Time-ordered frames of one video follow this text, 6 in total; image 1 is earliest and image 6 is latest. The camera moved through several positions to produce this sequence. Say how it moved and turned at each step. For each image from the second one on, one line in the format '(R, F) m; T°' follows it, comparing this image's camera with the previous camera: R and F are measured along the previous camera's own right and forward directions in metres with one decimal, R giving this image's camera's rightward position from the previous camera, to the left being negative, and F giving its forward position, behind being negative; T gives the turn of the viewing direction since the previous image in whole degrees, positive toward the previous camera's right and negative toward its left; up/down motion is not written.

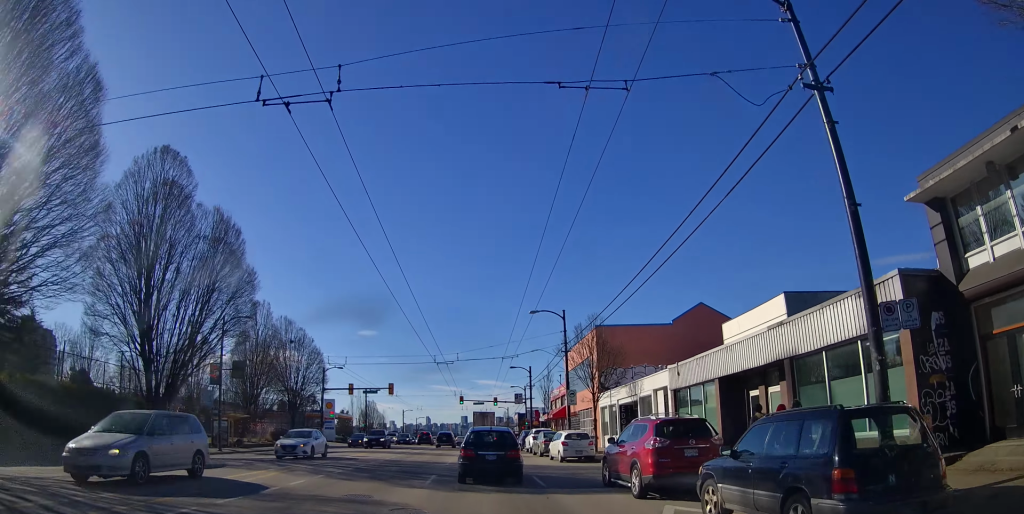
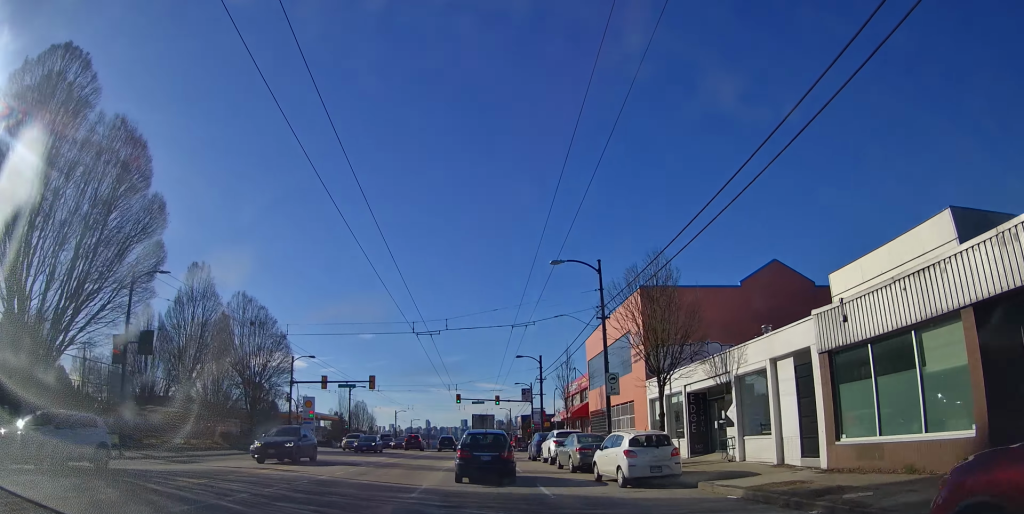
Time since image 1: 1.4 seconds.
(+0.1, +12.1) m; +2°
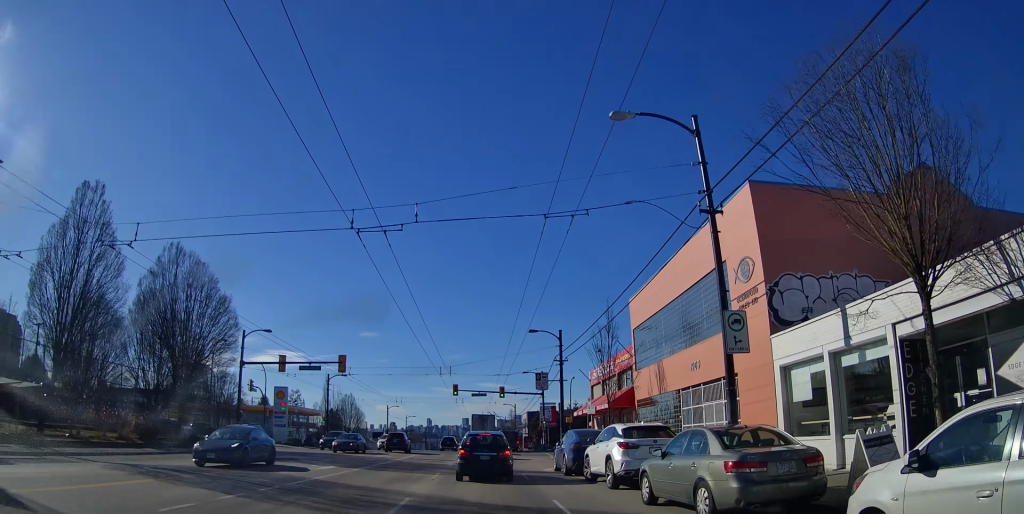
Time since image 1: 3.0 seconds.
(+0.2, +13.4) m; +1°
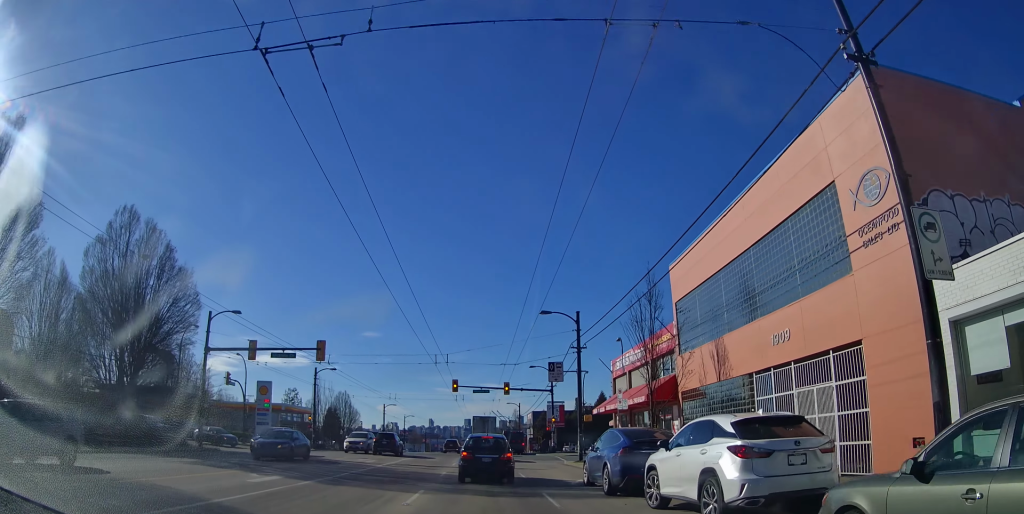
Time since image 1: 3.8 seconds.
(0.0, +6.7) m; 0°
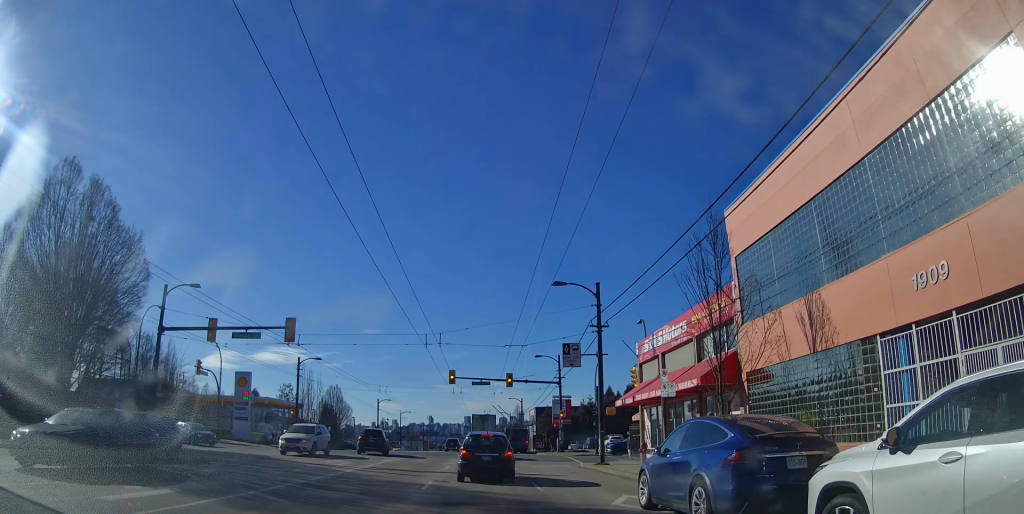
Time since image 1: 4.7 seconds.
(0.0, +6.2) m; 0°
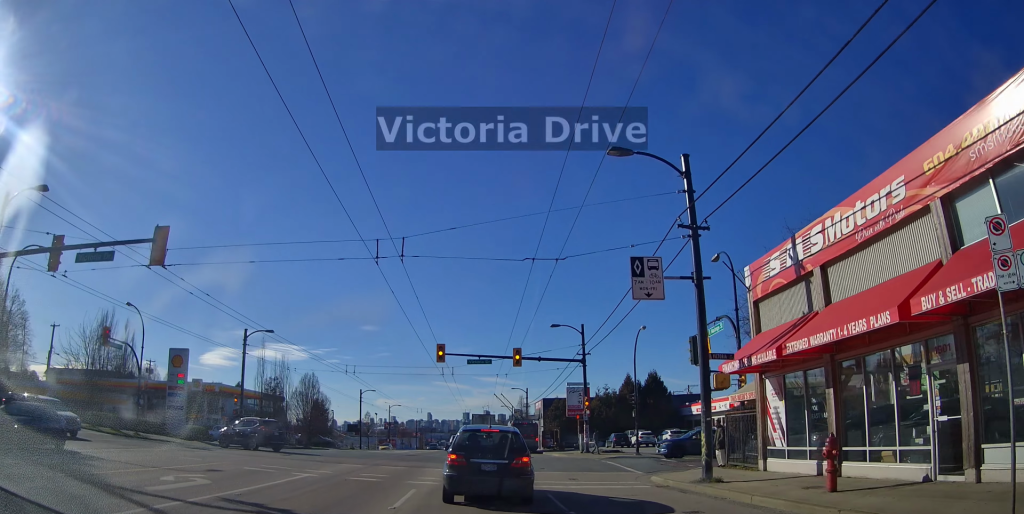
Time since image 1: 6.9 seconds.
(0.0, +14.9) m; 0°
